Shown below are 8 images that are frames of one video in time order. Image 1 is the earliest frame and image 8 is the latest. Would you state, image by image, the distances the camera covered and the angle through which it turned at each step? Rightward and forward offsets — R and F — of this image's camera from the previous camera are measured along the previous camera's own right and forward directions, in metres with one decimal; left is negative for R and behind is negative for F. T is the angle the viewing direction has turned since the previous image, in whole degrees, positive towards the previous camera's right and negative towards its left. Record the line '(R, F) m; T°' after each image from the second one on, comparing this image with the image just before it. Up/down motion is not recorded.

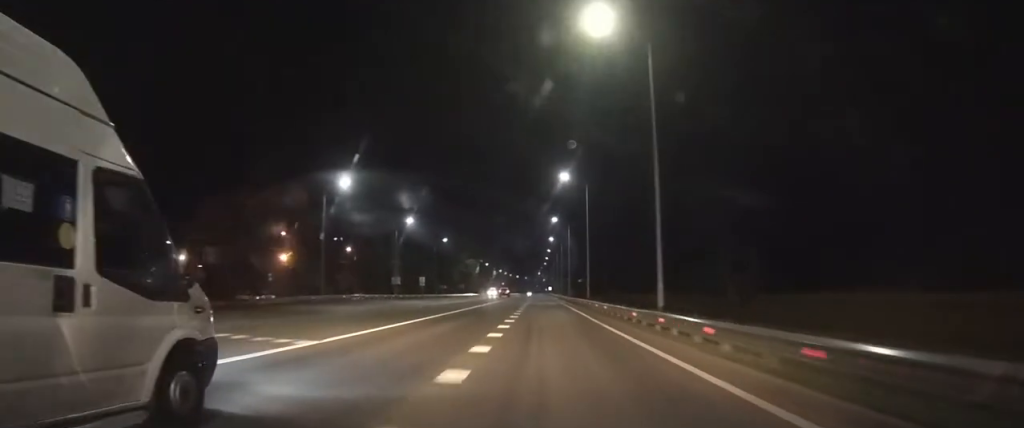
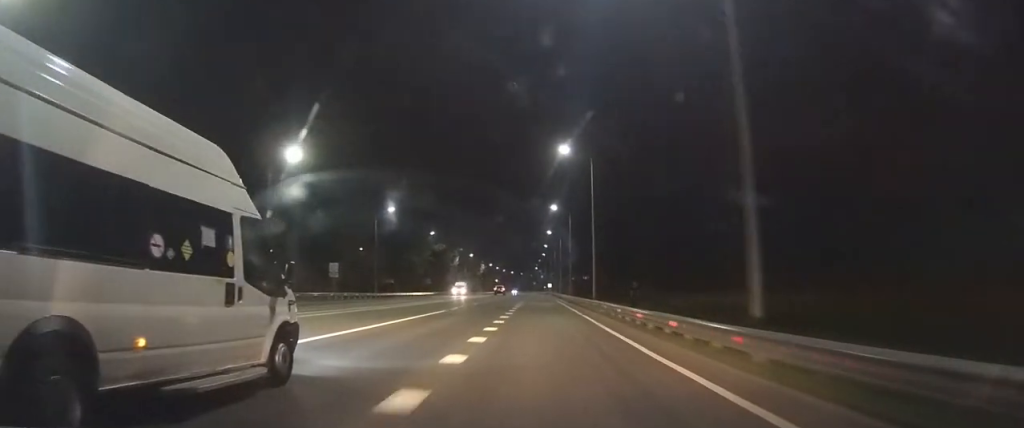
(+0.3, +42.3) m; +1°
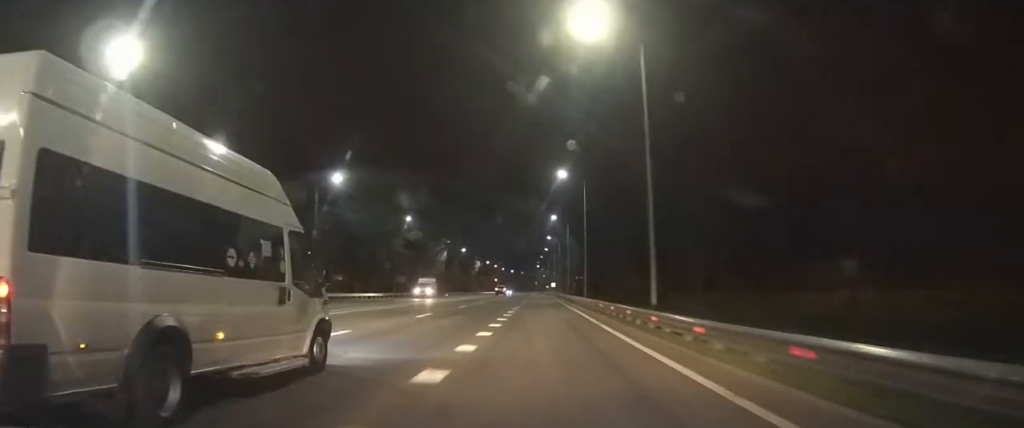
(0.0, +22.1) m; 0°
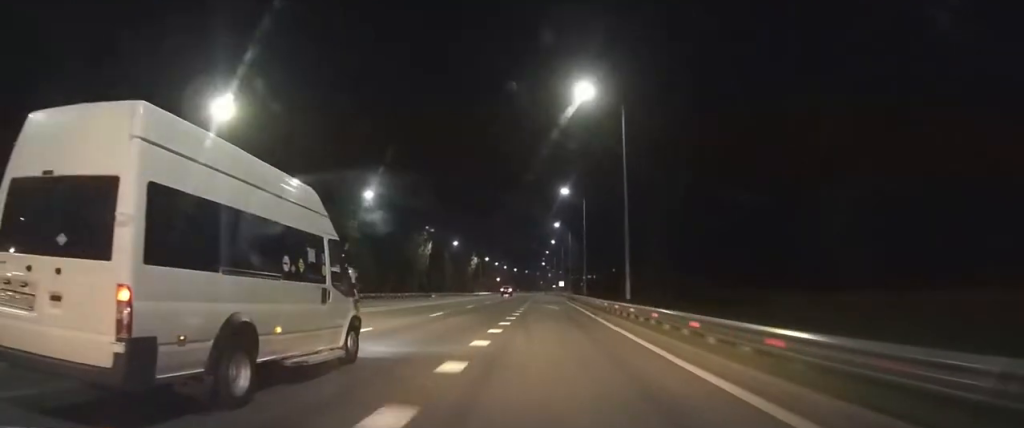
(-0.2, +22.8) m; -1°
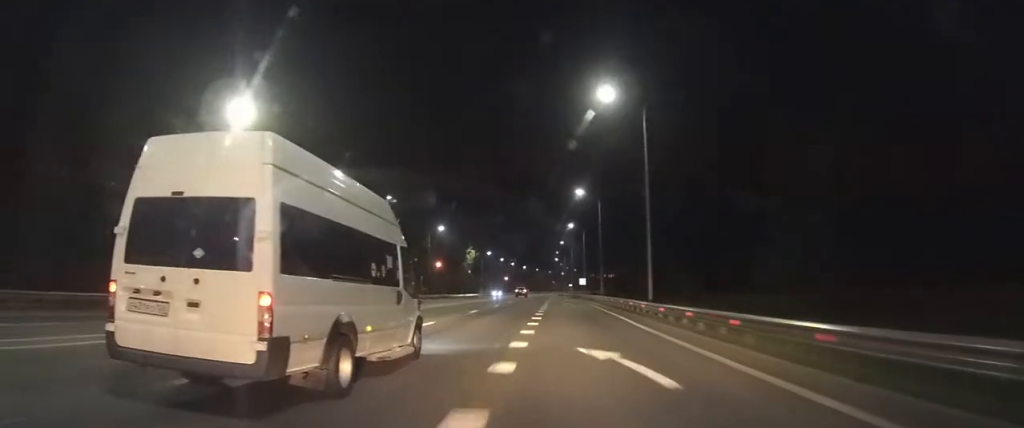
(0.0, +30.4) m; 0°
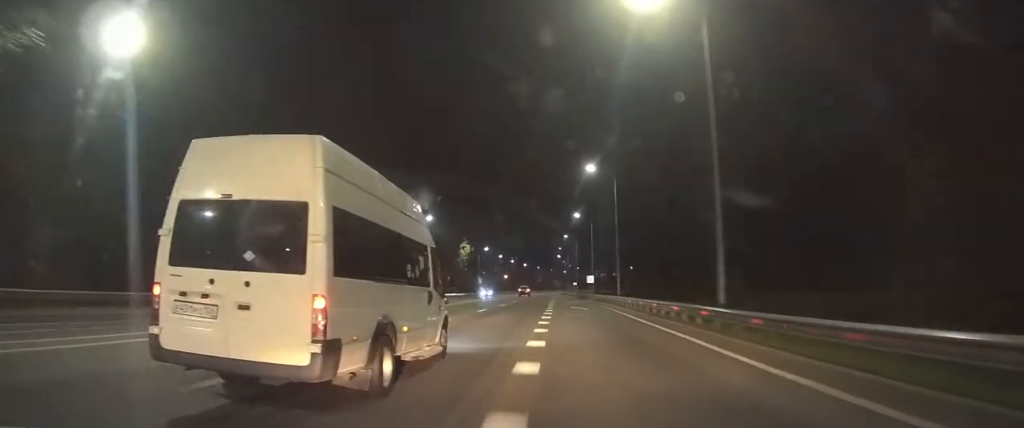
(0.0, +11.1) m; 0°
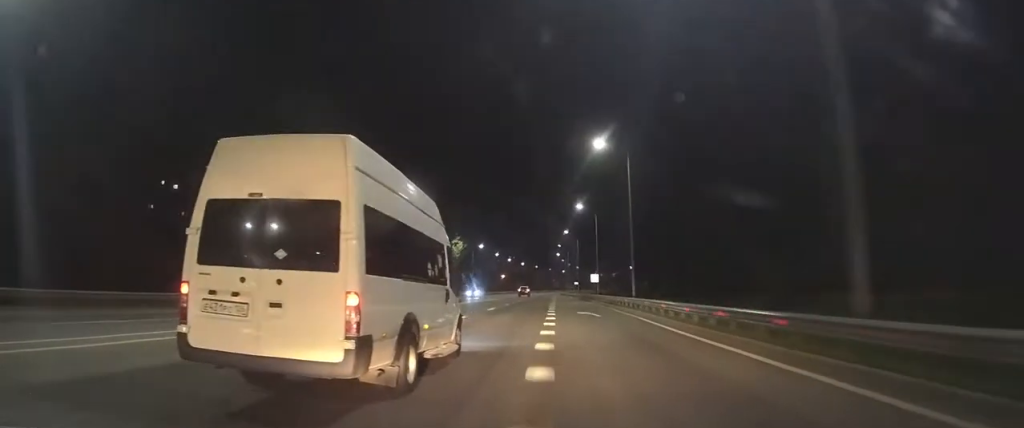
(-0.1, +7.6) m; 0°
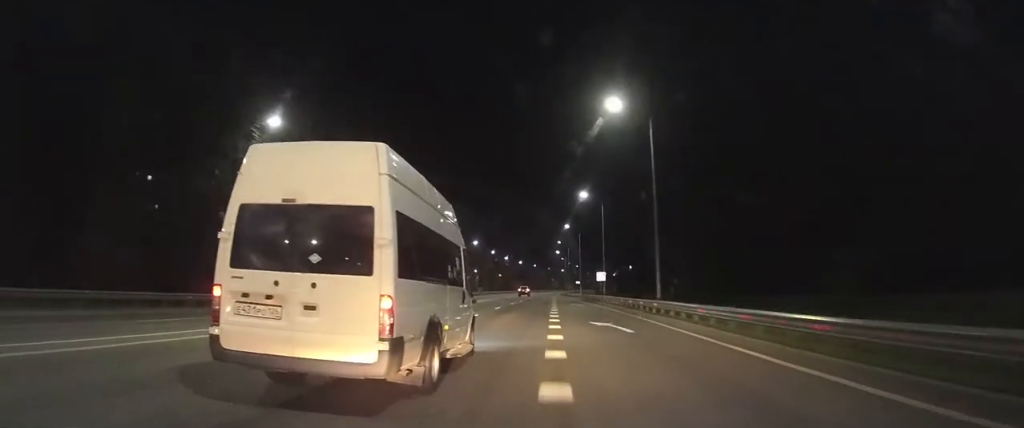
(0.0, +8.2) m; 0°
